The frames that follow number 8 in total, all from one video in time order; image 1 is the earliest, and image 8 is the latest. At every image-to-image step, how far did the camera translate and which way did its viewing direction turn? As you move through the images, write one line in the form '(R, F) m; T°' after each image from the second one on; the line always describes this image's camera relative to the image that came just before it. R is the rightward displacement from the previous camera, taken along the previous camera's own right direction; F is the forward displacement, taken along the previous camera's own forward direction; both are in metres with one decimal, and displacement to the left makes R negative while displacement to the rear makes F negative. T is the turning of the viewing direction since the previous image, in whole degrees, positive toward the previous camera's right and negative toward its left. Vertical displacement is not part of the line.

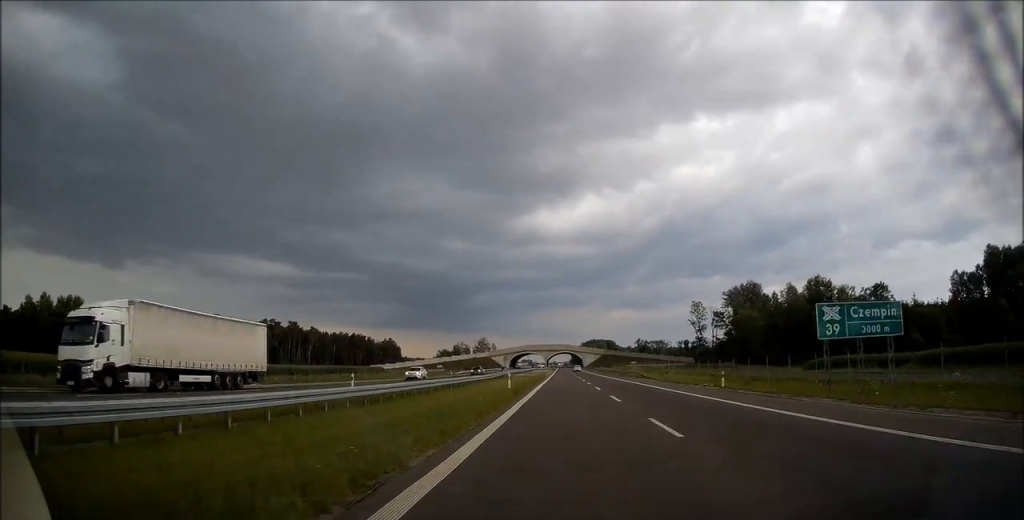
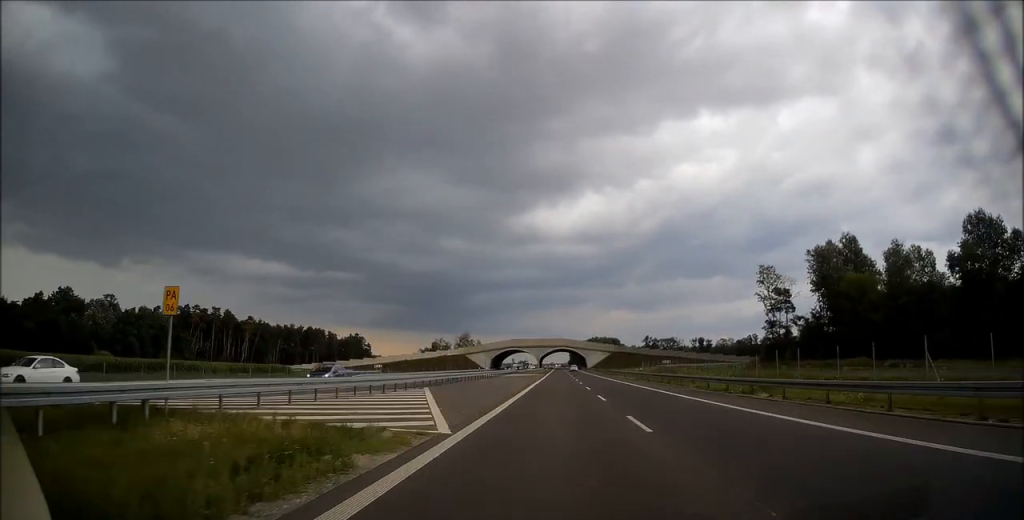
(+0.2, +71.4) m; 0°
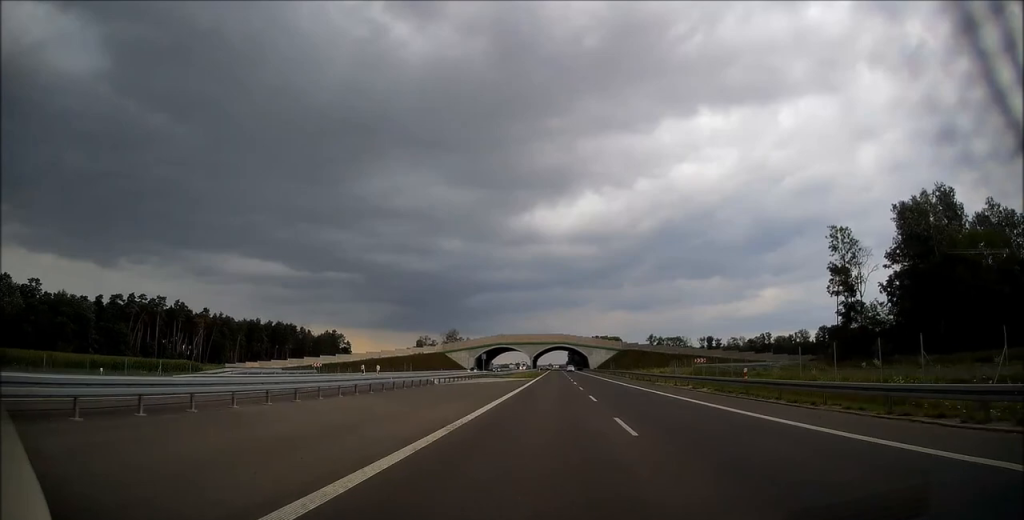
(-0.1, +37.2) m; 0°
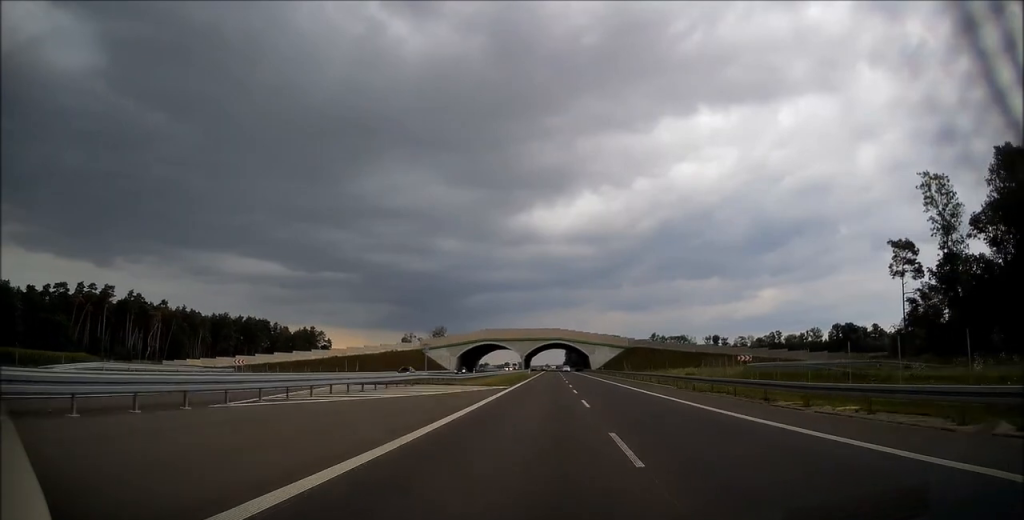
(+0.2, +27.9) m; +1°
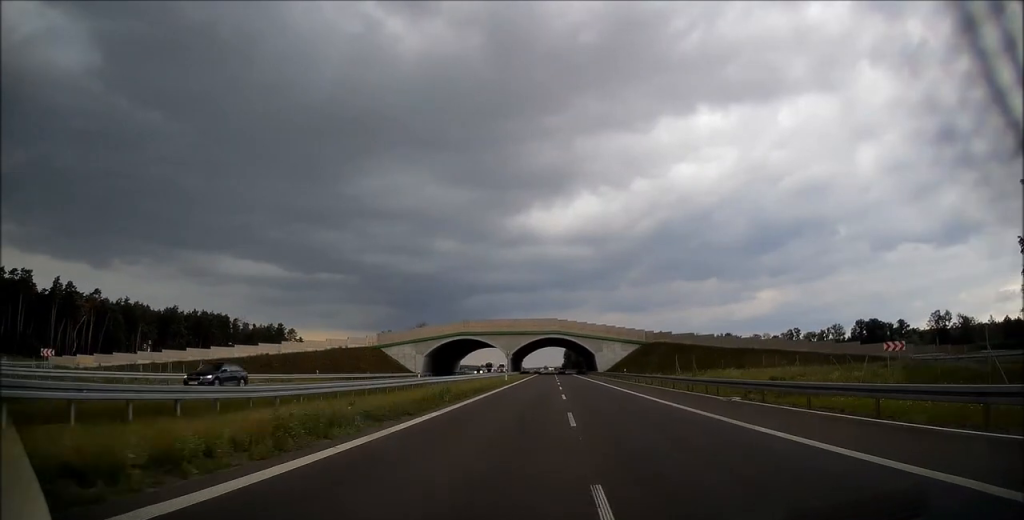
(+0.3, +37.7) m; 0°
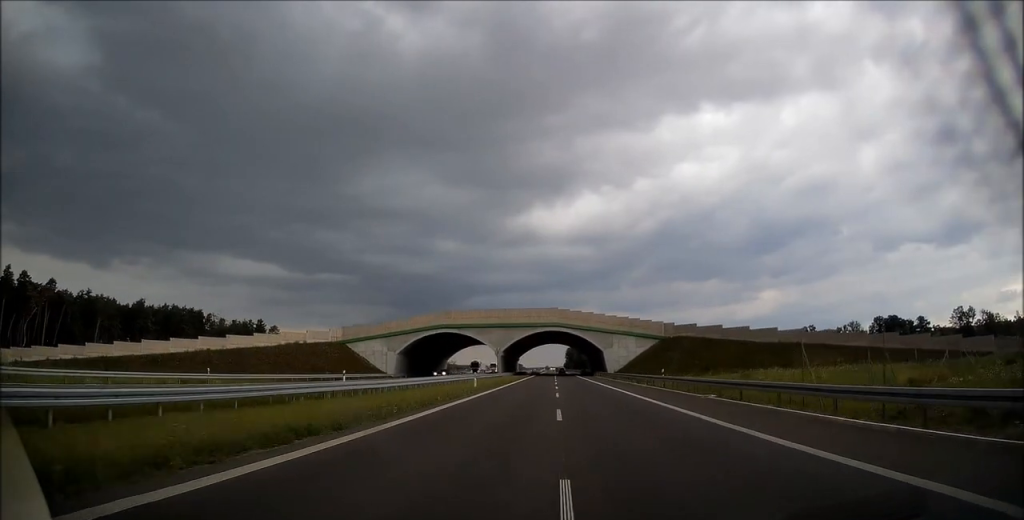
(0.0, +22.5) m; 0°
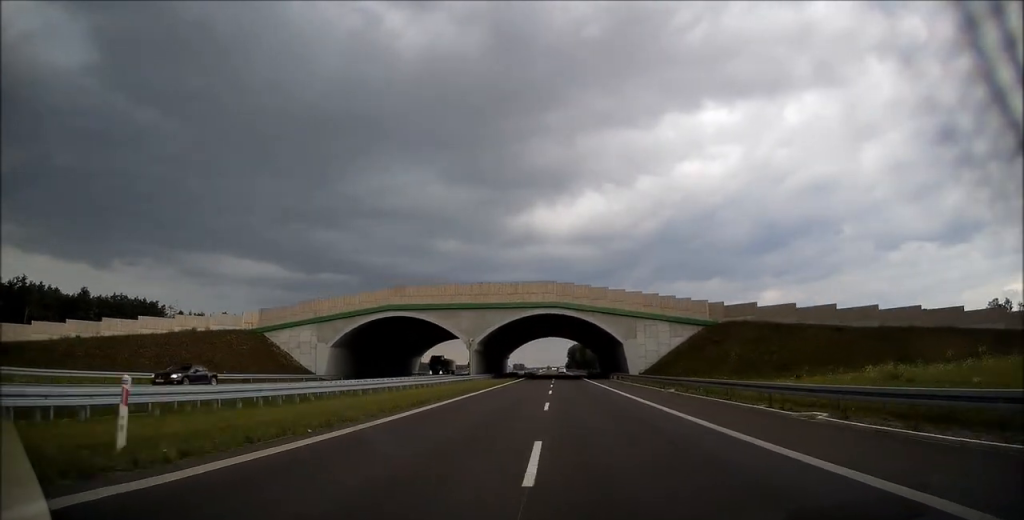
(-0.1, +32.4) m; 0°
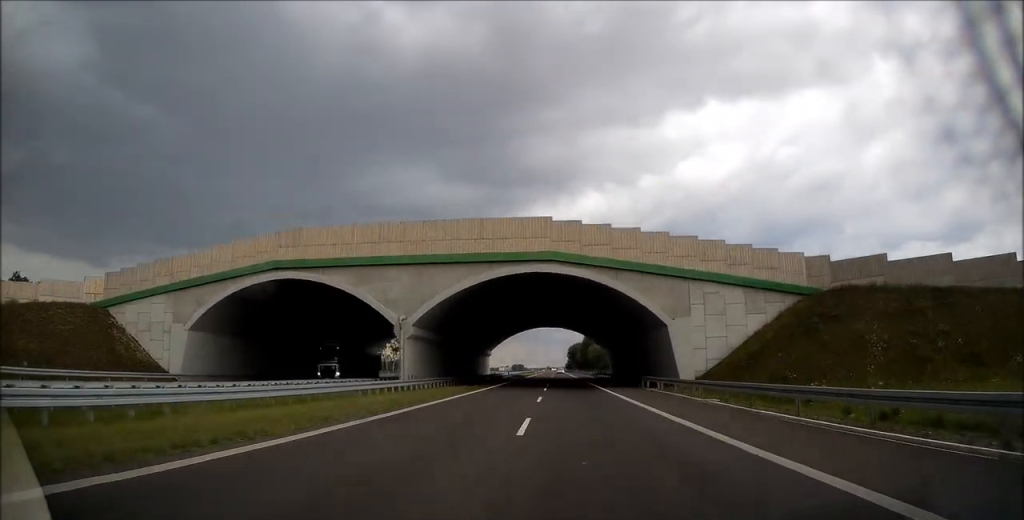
(0.0, +31.0) m; 0°
